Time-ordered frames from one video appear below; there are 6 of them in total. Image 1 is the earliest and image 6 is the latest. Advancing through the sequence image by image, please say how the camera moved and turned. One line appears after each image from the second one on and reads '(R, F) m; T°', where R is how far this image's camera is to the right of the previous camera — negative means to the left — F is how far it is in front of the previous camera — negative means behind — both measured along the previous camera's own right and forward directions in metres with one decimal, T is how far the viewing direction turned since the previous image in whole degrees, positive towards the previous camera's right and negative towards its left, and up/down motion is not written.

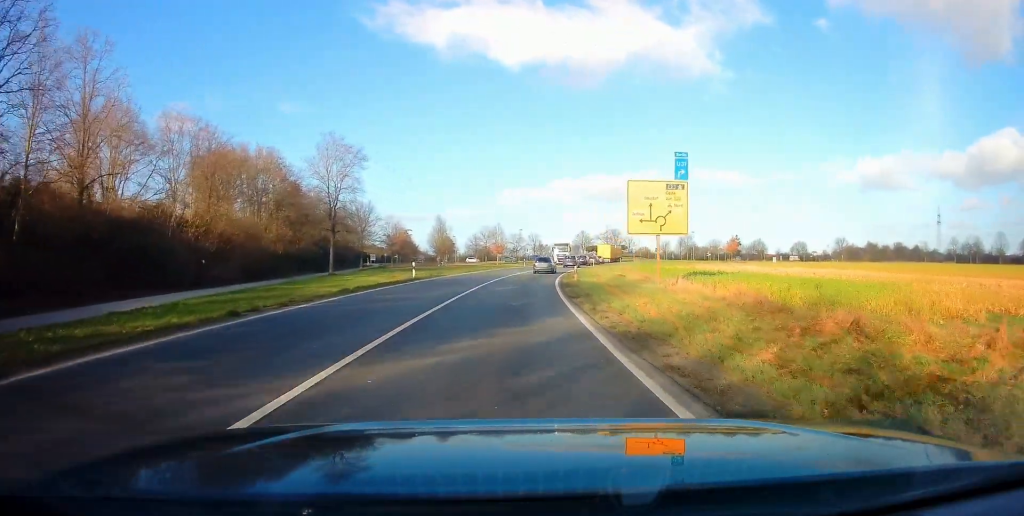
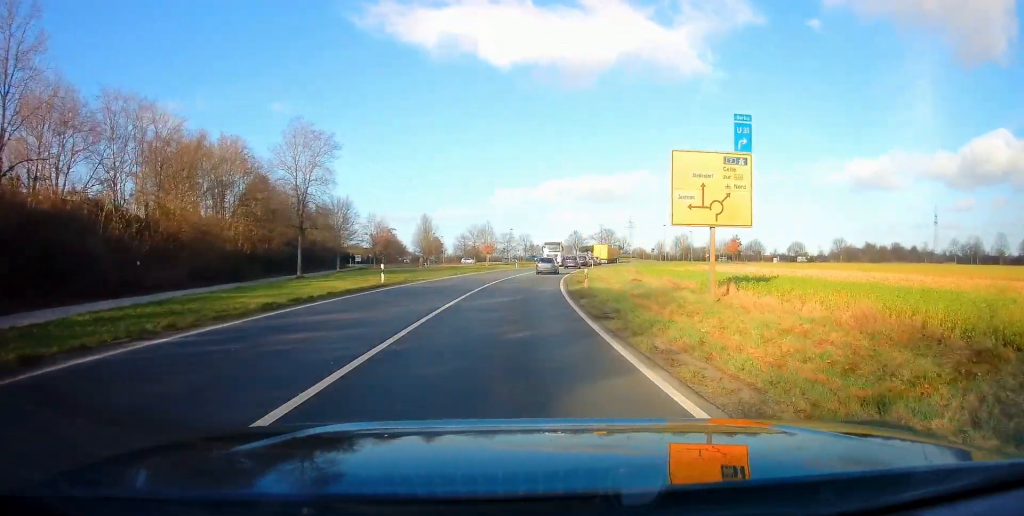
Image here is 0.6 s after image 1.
(-0.2, +6.7) m; +1°
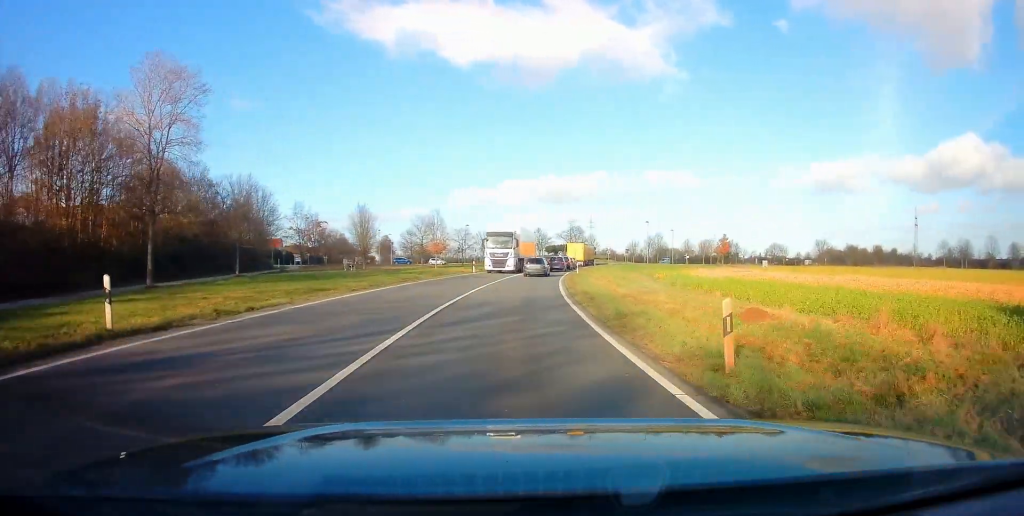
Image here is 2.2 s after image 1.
(+1.3, +18.0) m; +7°
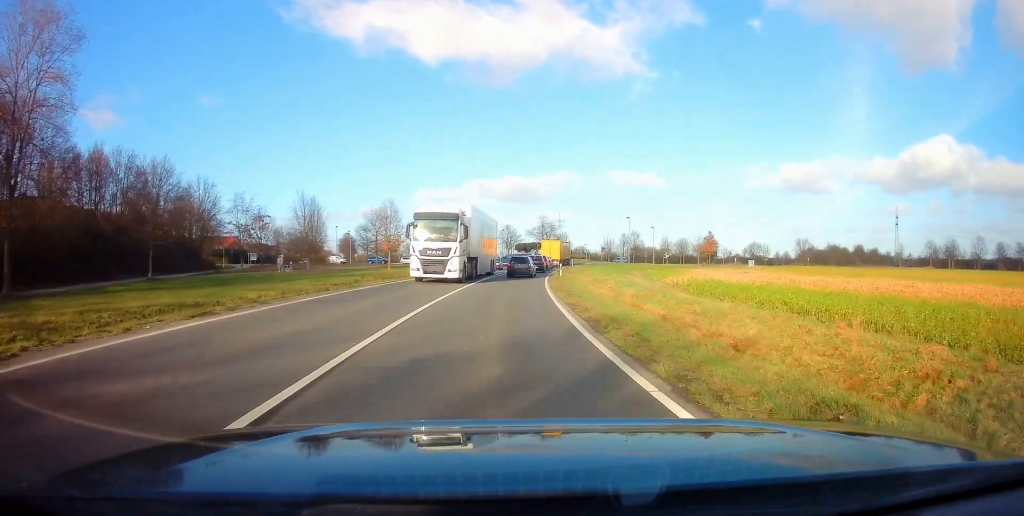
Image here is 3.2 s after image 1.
(+0.3, +10.0) m; +2°
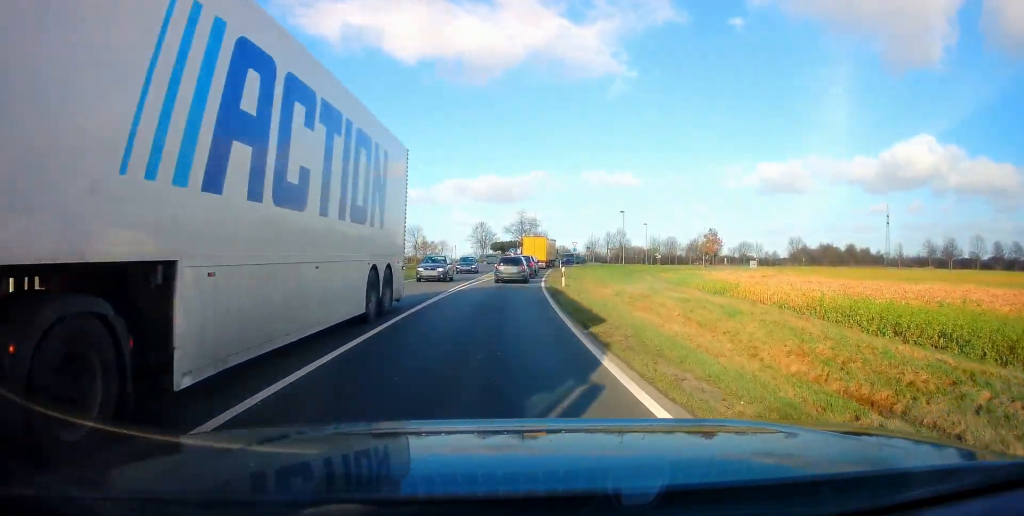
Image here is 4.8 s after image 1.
(+0.2, +13.8) m; +2°
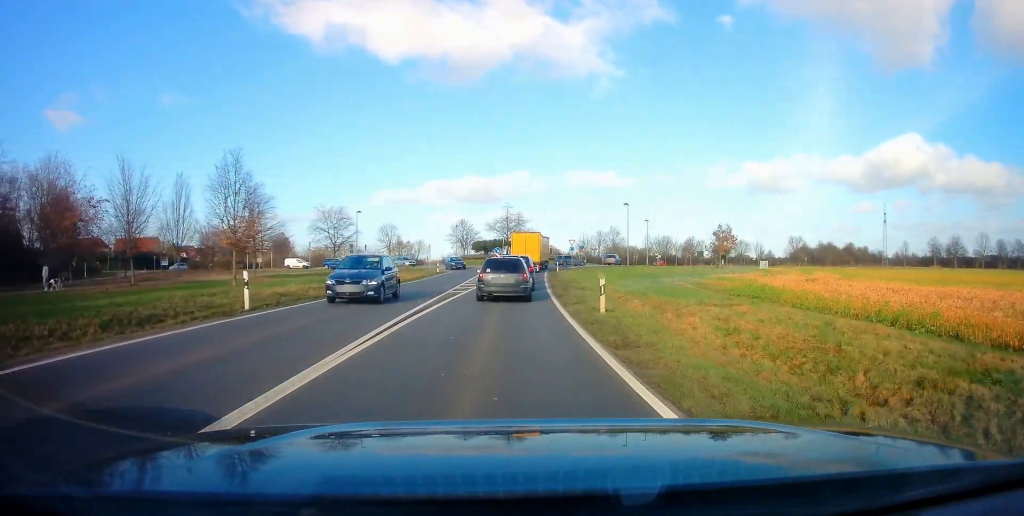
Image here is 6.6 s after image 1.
(-0.1, +12.4) m; -1°
